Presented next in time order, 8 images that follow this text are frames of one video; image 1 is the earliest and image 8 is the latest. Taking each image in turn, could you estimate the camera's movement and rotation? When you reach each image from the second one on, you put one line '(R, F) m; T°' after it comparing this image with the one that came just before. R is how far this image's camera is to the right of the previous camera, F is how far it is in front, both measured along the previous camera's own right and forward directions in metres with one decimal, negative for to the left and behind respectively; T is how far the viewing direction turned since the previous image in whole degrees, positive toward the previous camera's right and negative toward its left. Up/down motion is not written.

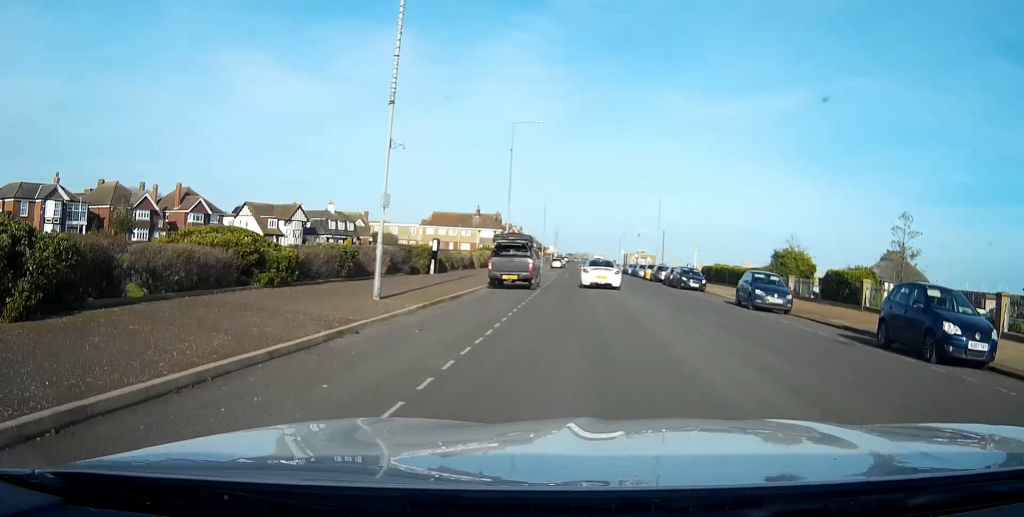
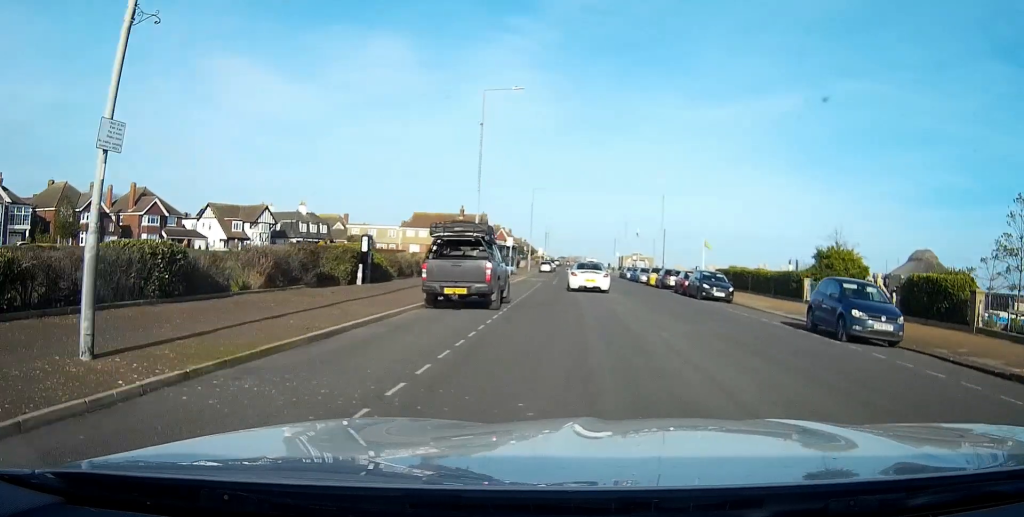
(0.0, +10.6) m; 0°
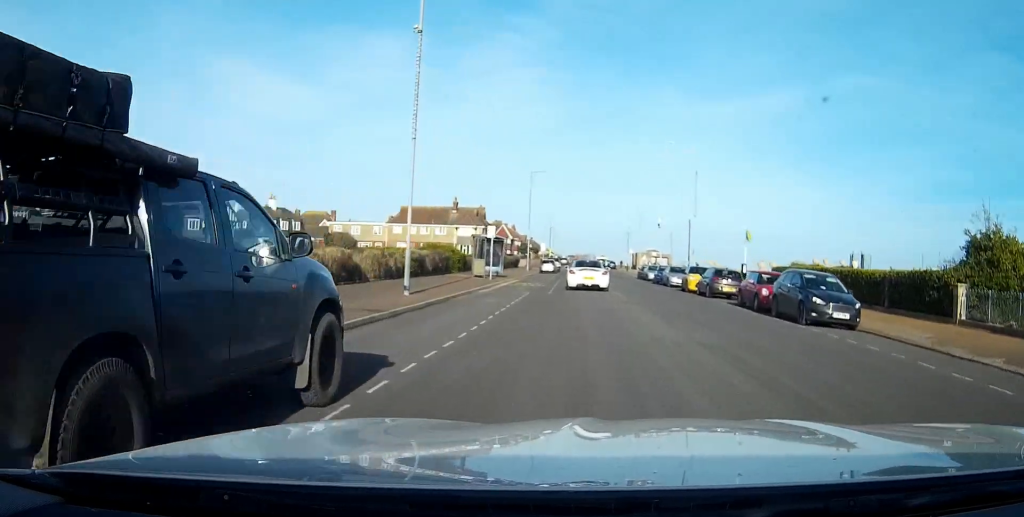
(-0.1, +16.1) m; -1°
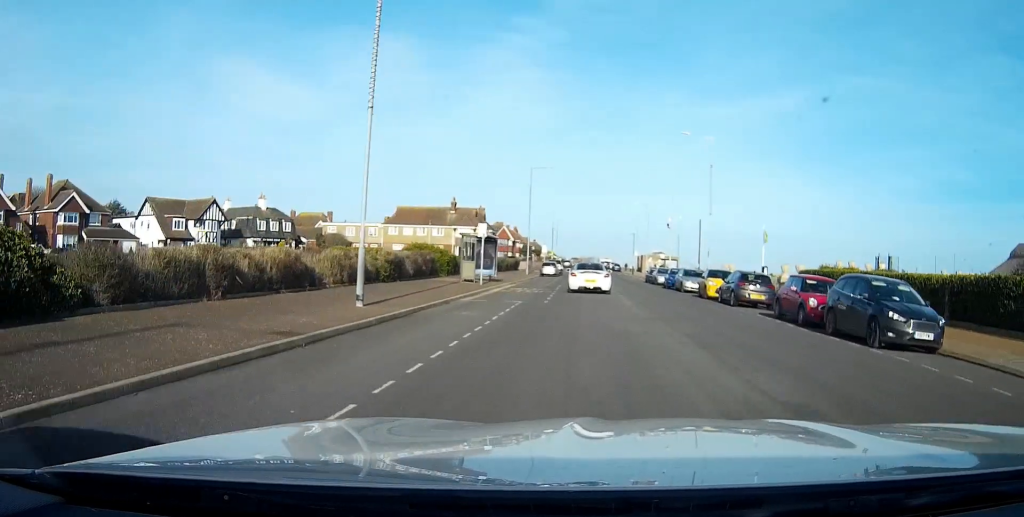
(0.0, +5.0) m; 0°
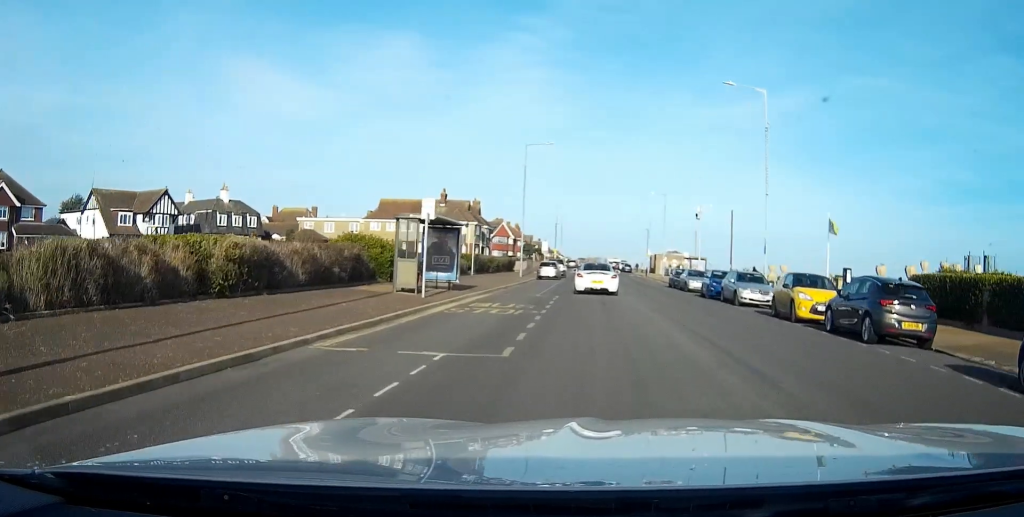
(0.0, +13.8) m; 0°
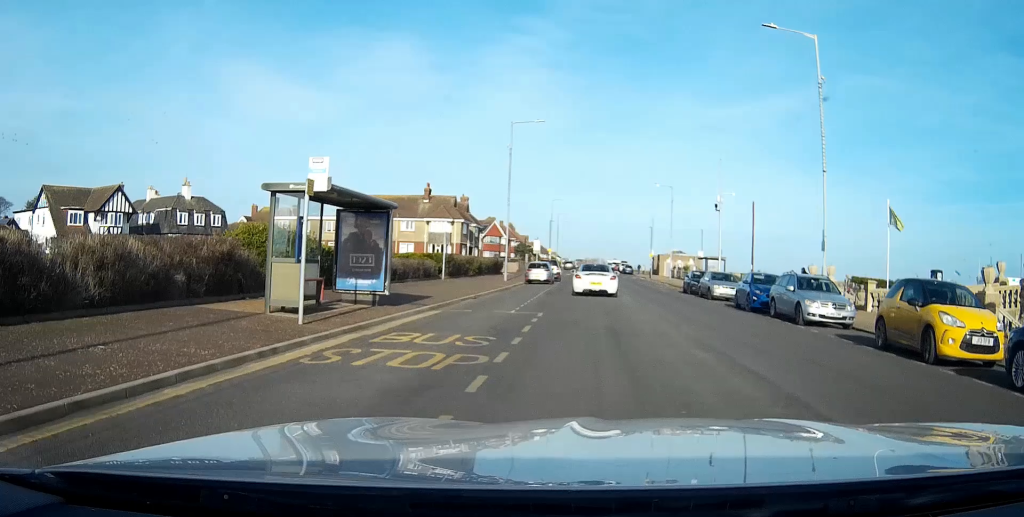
(0.0, +9.0) m; 0°
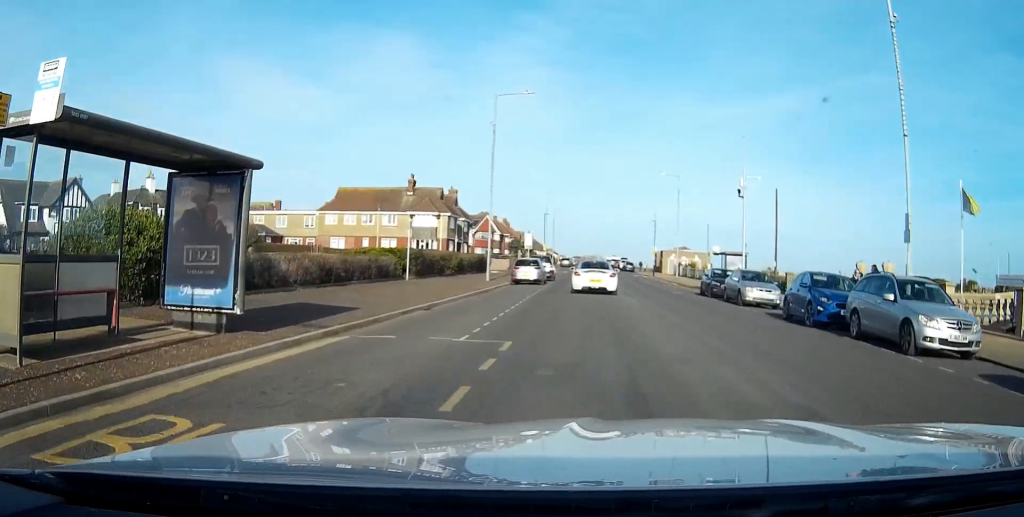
(0.0, +7.4) m; 0°
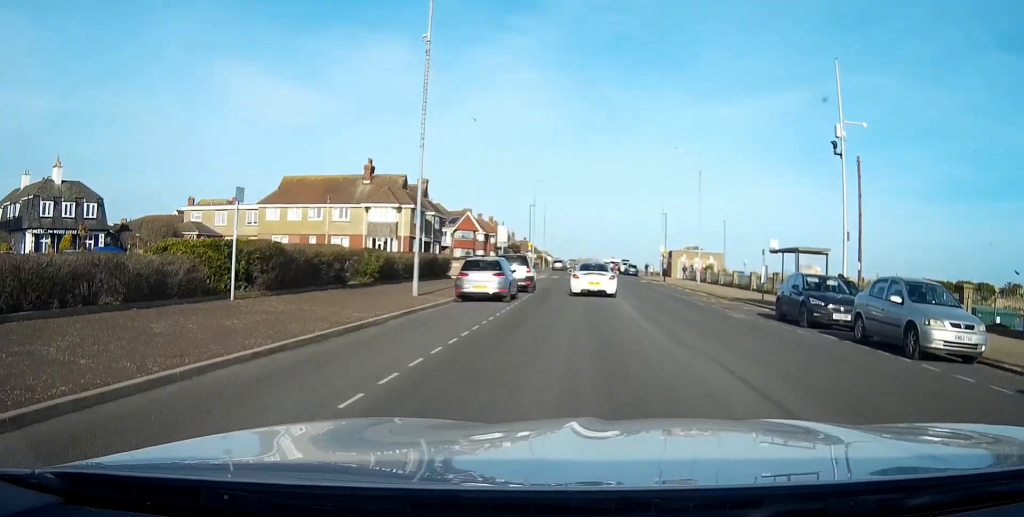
(+0.1, +15.2) m; 0°
